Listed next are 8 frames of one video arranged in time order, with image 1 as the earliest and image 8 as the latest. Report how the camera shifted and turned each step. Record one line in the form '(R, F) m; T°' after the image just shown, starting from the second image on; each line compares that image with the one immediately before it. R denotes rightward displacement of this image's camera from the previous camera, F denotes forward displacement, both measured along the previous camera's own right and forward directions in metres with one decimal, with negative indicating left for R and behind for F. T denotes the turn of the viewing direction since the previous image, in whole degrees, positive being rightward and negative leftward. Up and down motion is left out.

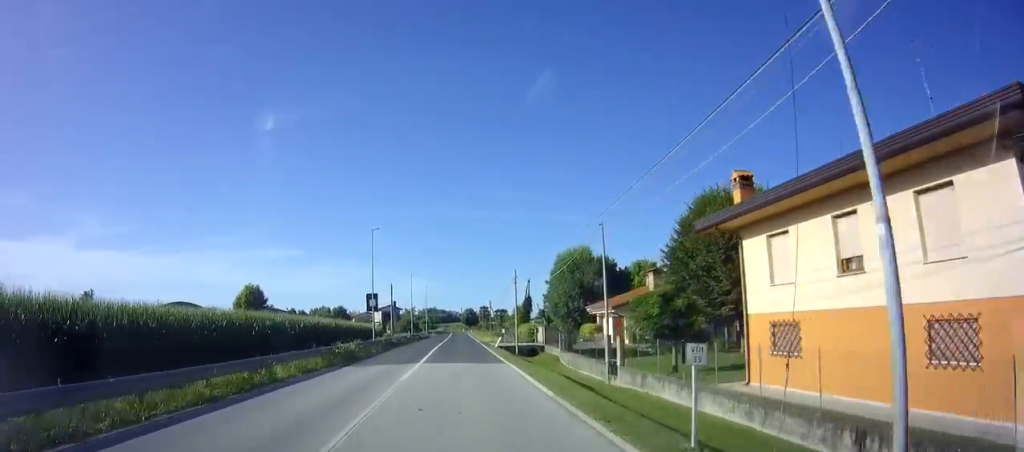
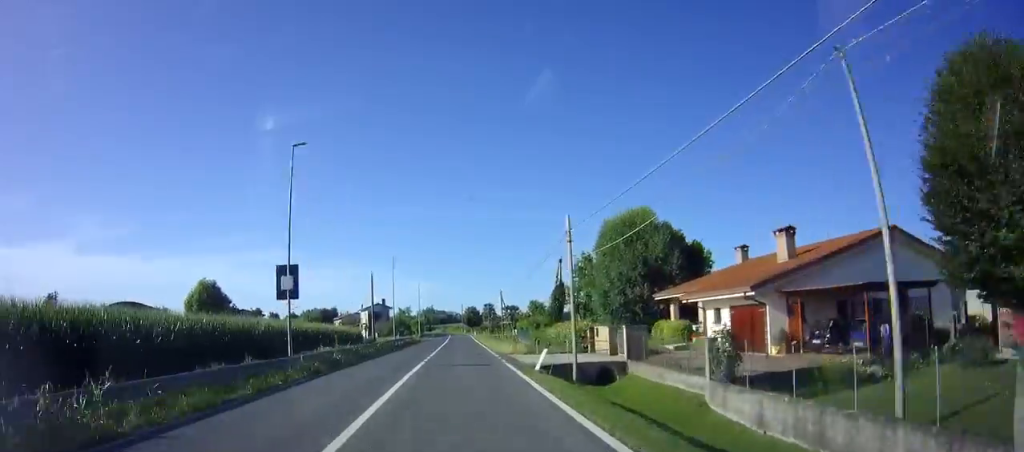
(+0.1, +20.6) m; 0°
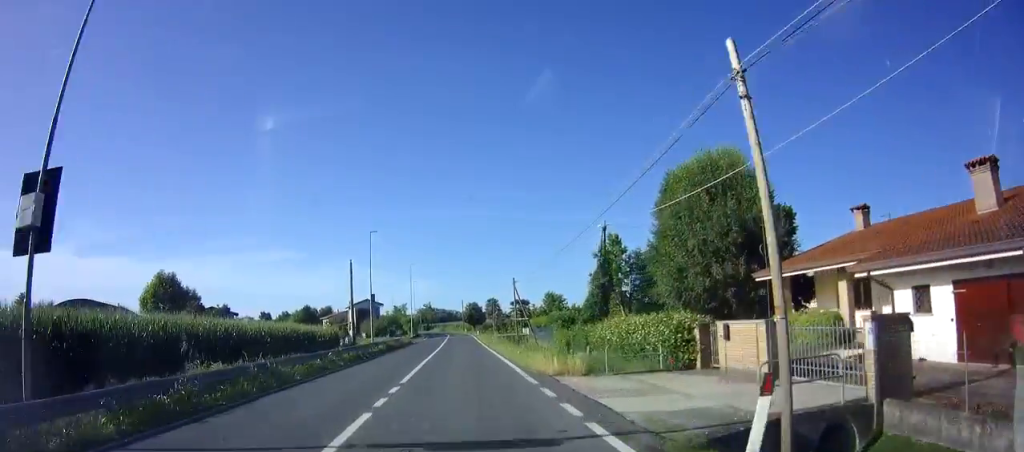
(0.0, +13.4) m; 0°
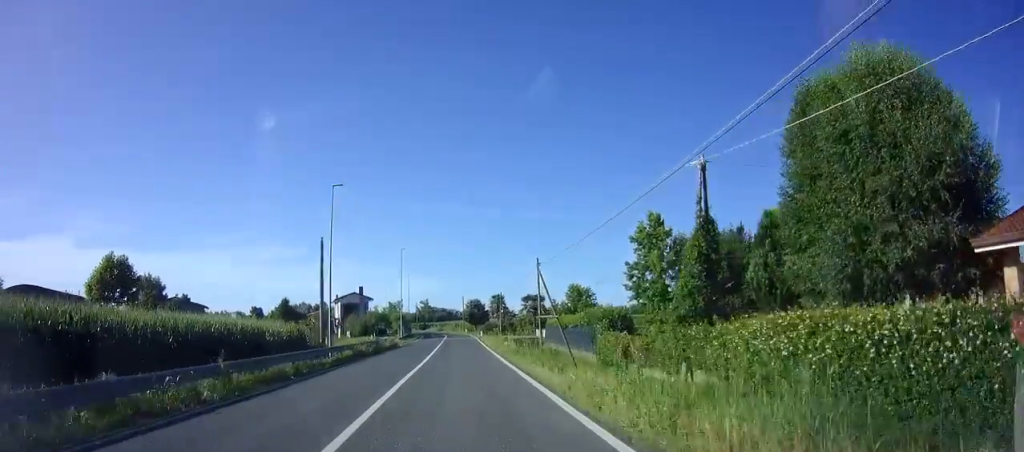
(0.0, +12.6) m; 0°
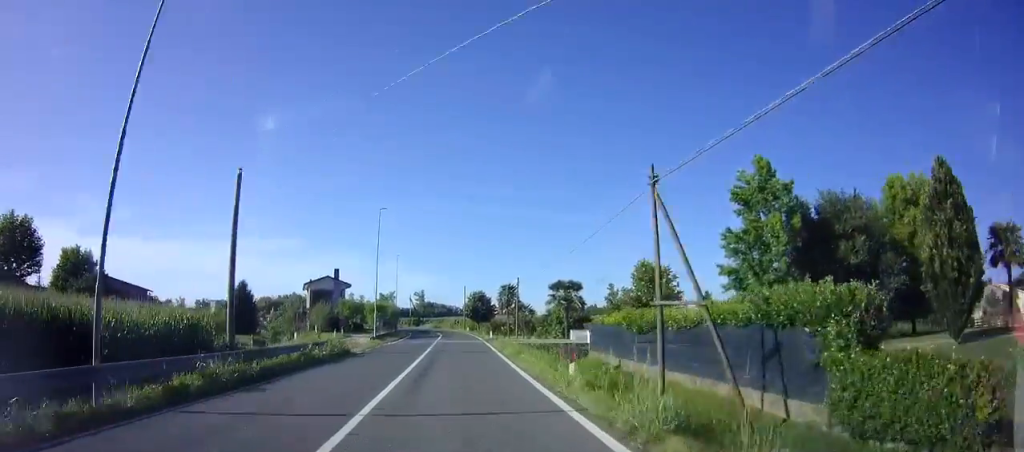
(0.0, +18.0) m; 0°
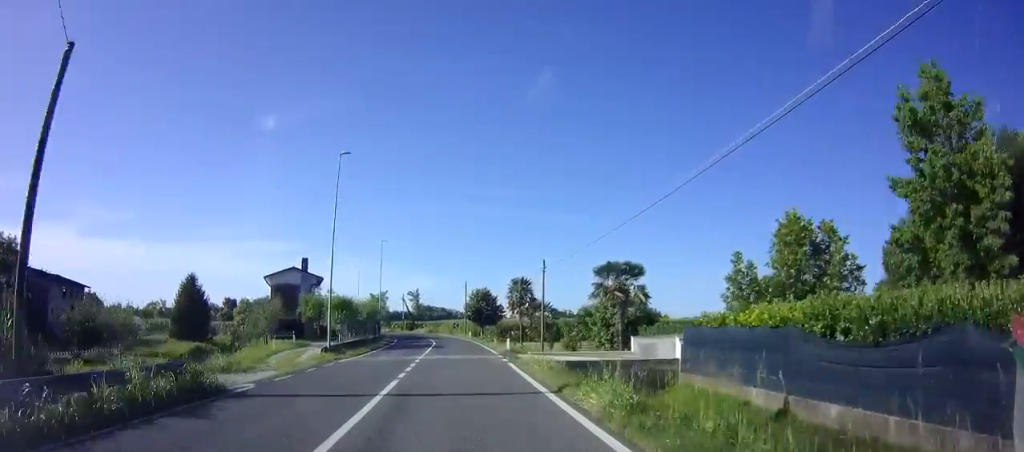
(0.0, +14.9) m; 0°
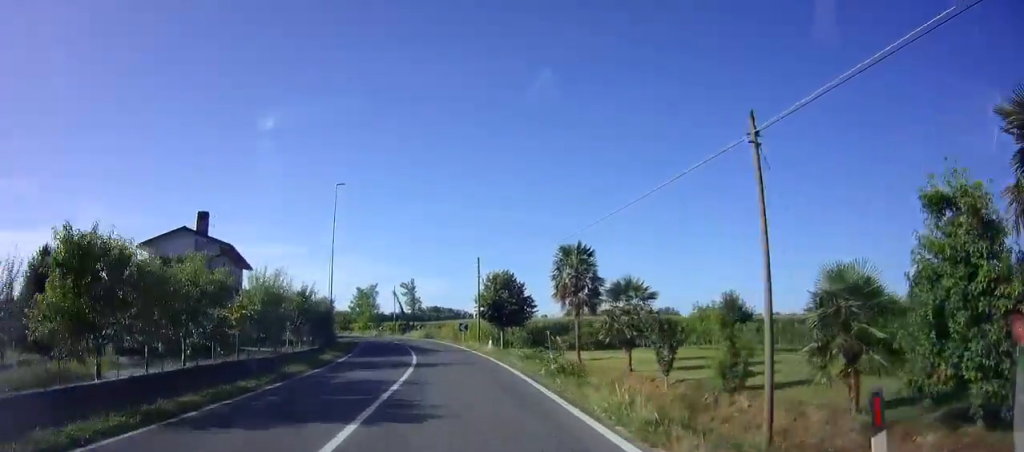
(-0.1, +23.8) m; -2°
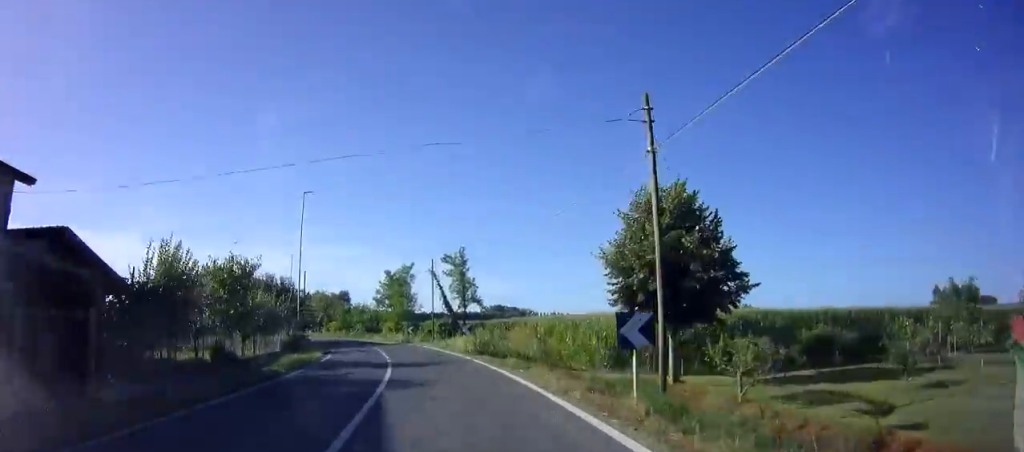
(-1.9, +29.8) m; -8°
